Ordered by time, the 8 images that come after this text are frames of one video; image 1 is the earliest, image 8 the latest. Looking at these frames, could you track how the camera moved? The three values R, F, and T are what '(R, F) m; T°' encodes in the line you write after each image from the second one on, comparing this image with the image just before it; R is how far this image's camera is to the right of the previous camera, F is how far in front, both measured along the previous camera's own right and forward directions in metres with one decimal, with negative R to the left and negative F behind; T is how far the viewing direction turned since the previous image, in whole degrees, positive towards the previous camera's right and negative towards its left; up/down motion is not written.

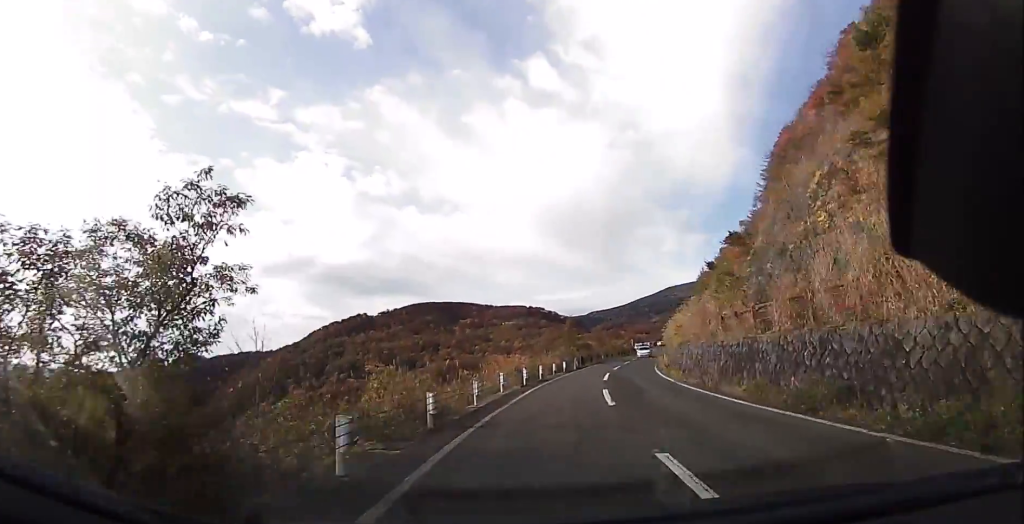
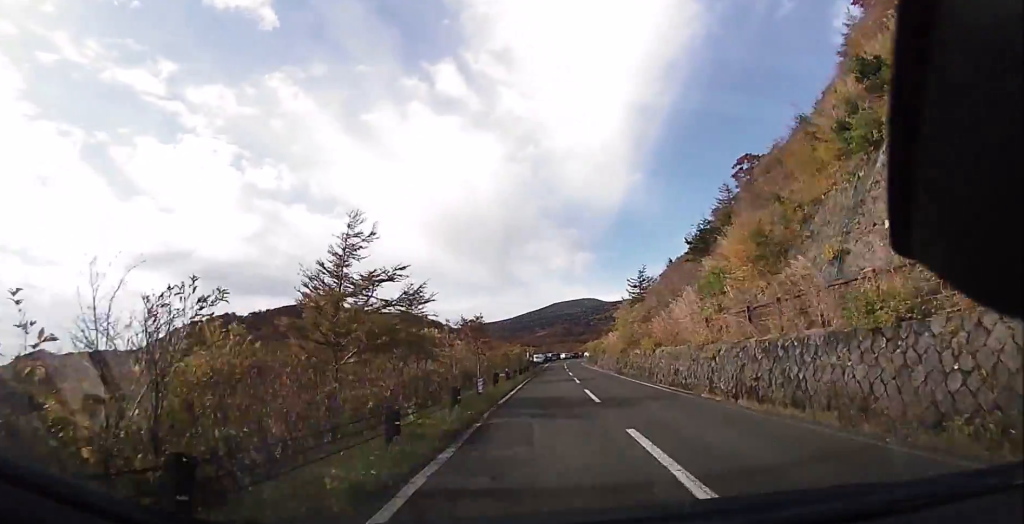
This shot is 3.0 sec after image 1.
(+3.4, +38.3) m; +11°
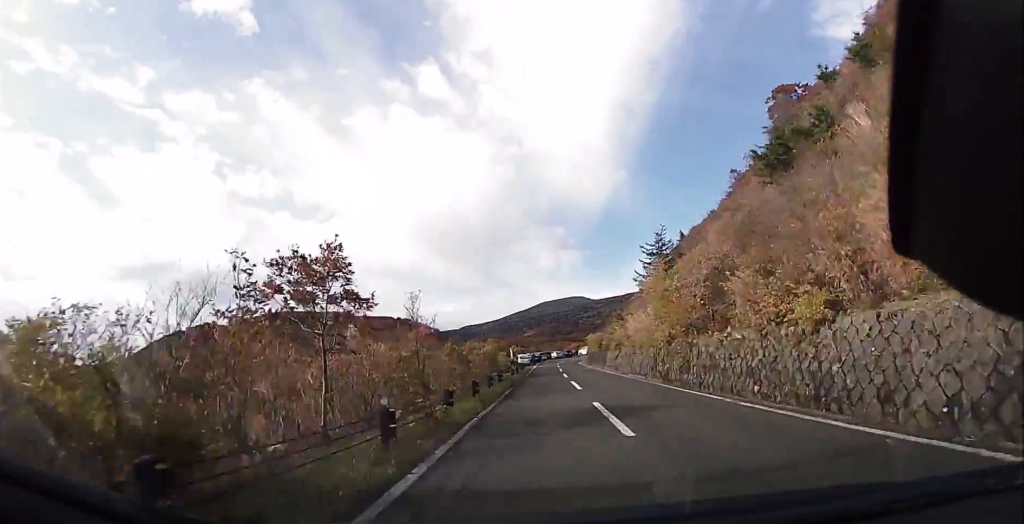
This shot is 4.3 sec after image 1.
(+1.0, +16.5) m; +3°
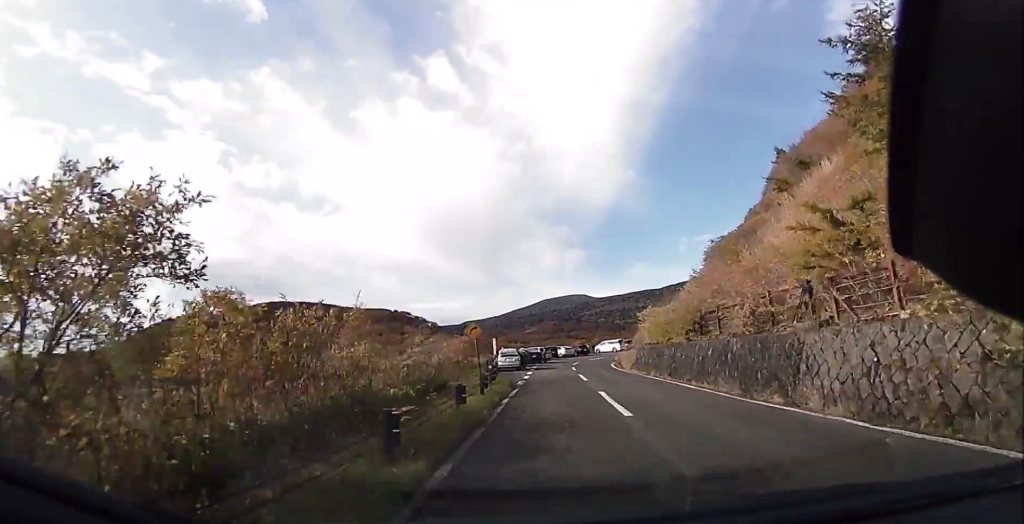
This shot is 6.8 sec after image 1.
(+0.4, +32.2) m; +1°
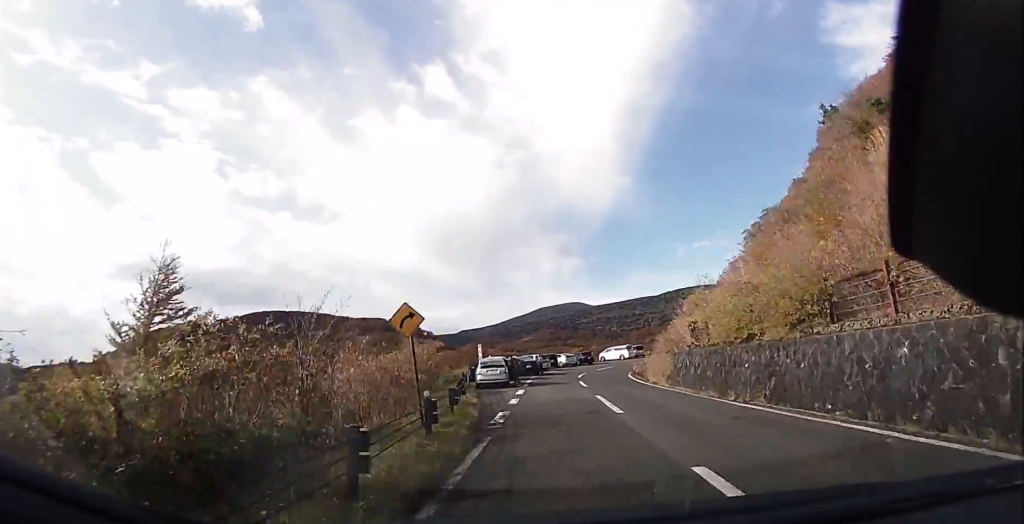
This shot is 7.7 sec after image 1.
(+0.2, +10.6) m; 0°
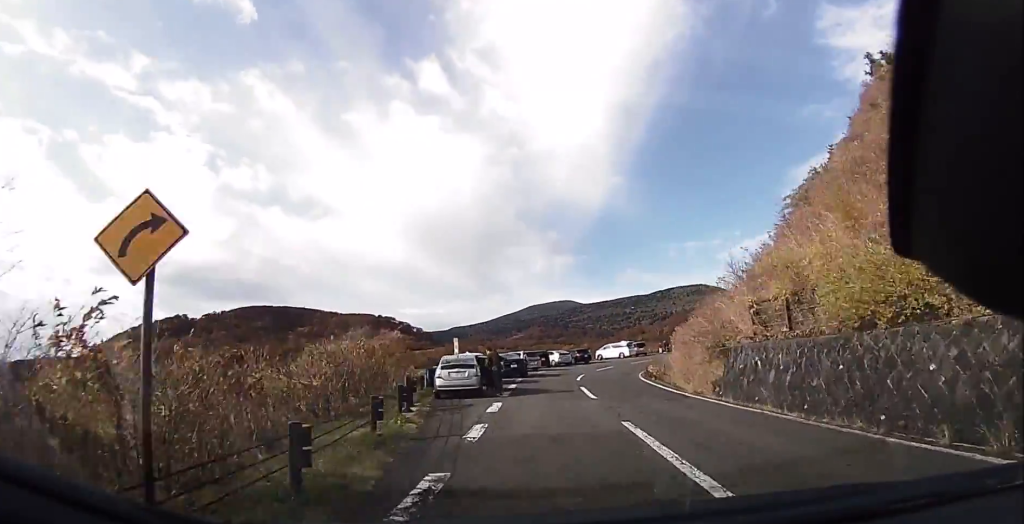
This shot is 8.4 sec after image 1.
(-0.1, +8.2) m; 0°
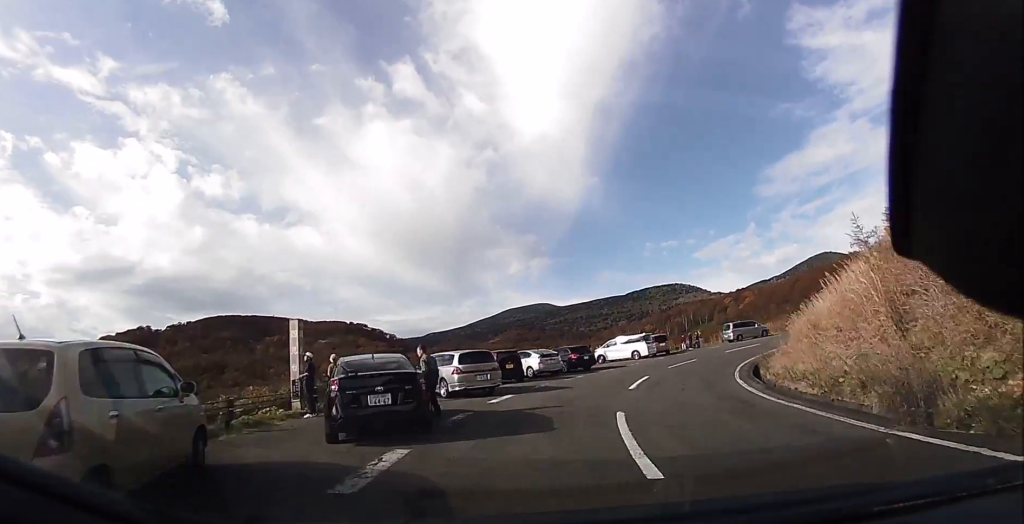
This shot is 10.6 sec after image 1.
(+0.1, +19.6) m; +6°
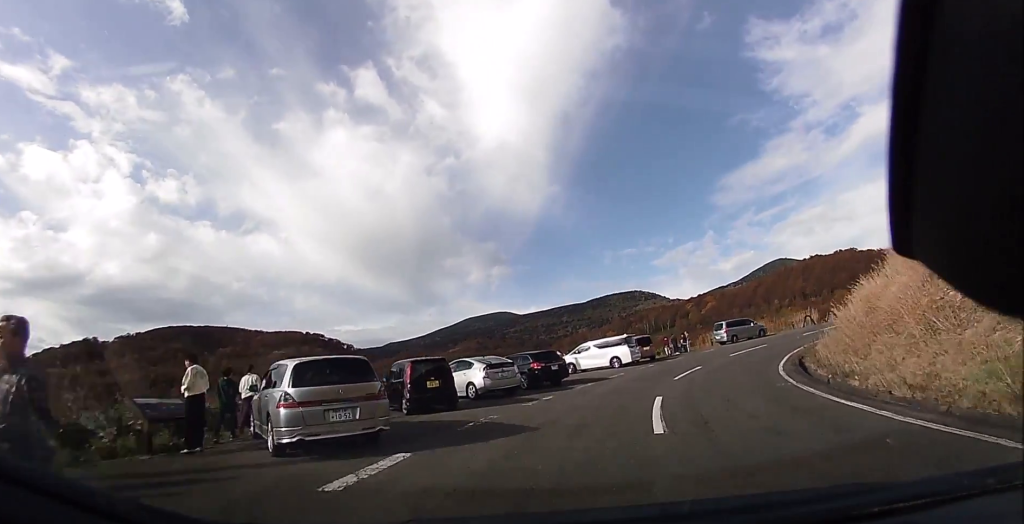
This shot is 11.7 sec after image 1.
(+0.2, +6.2) m; +6°
